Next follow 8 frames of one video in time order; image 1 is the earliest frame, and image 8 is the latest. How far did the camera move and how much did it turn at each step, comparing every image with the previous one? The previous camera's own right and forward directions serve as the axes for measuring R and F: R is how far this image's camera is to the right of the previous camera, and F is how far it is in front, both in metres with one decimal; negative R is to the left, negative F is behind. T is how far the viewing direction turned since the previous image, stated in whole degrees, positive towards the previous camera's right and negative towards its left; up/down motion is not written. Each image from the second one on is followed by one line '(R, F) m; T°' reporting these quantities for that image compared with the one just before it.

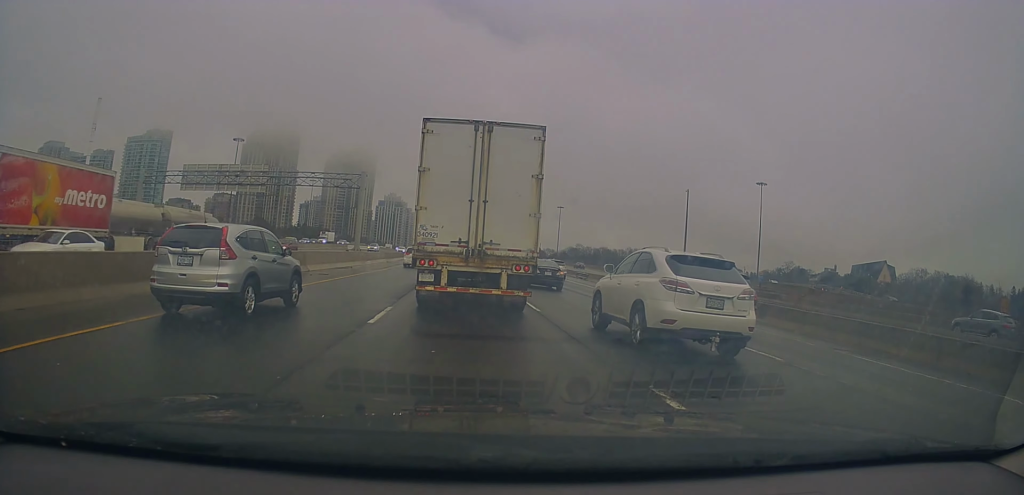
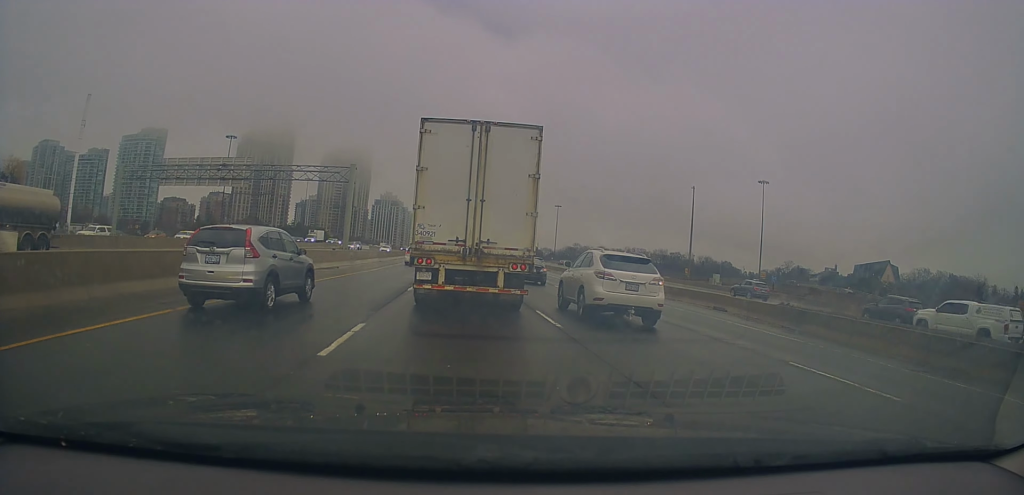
(-0.3, +3.0) m; +6°
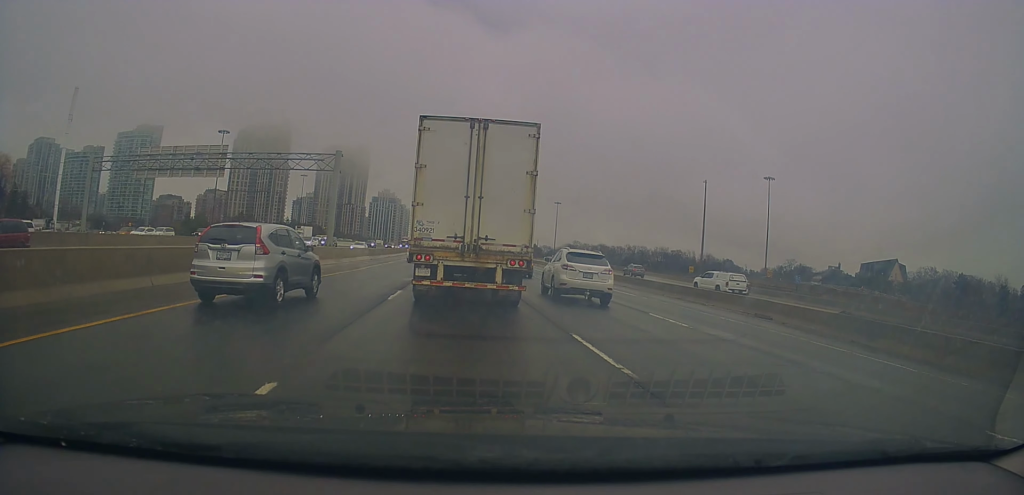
(+0.6, +4.1) m; +6°
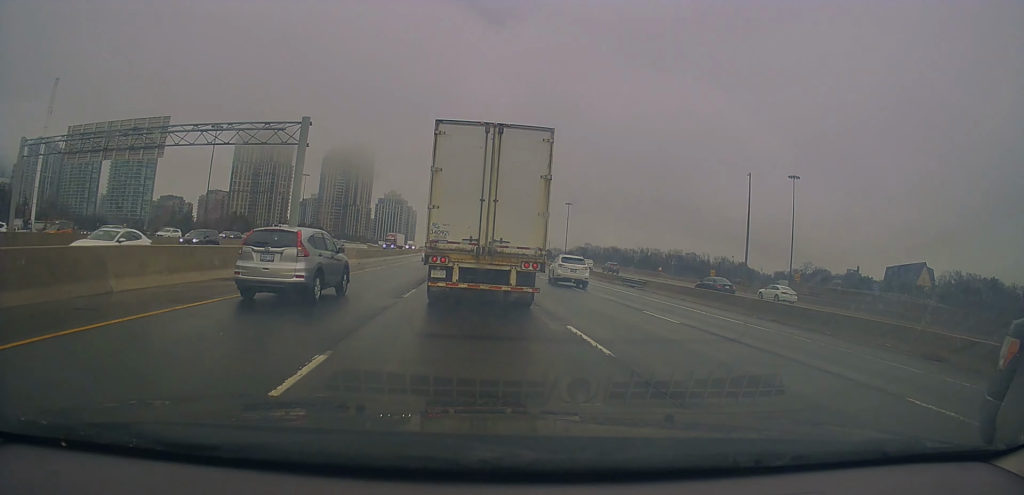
(-0.3, +10.3) m; -6°
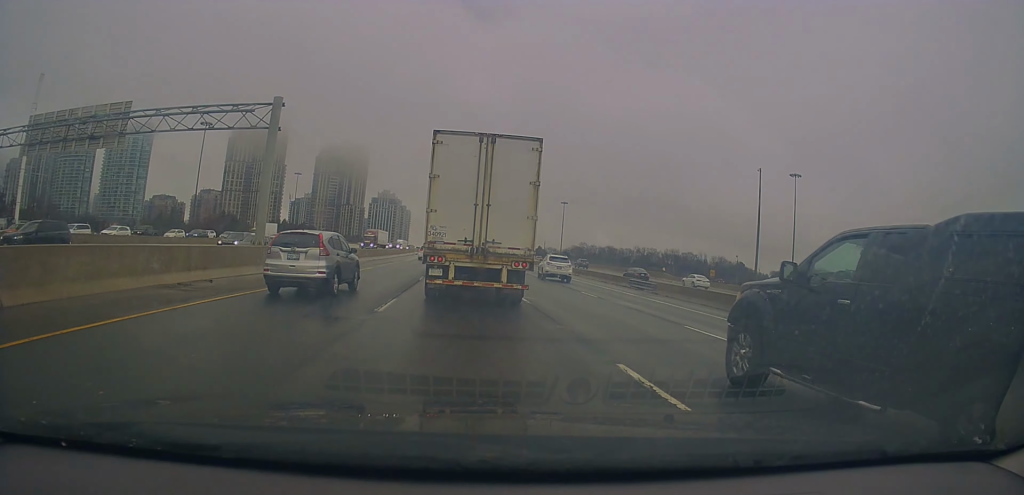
(-0.1, +4.0) m; -1°
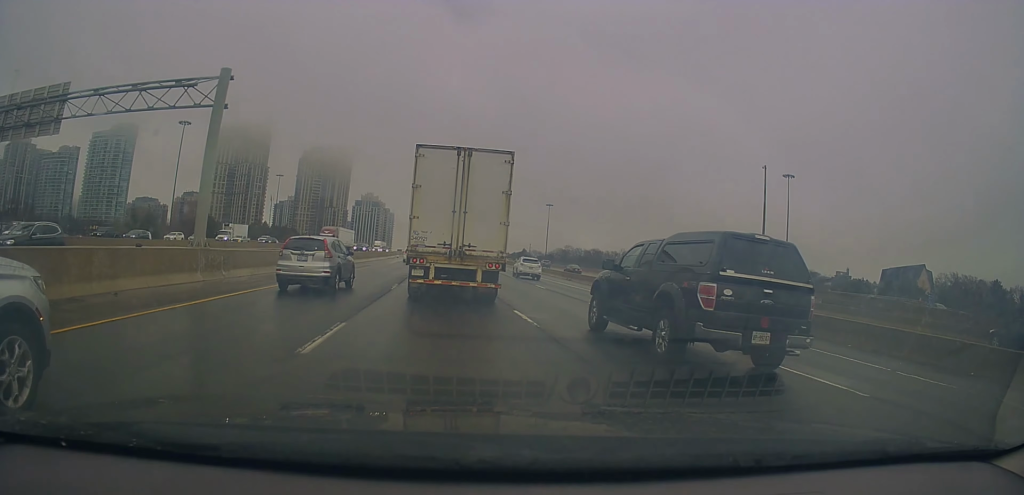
(-0.1, +5.0) m; +2°
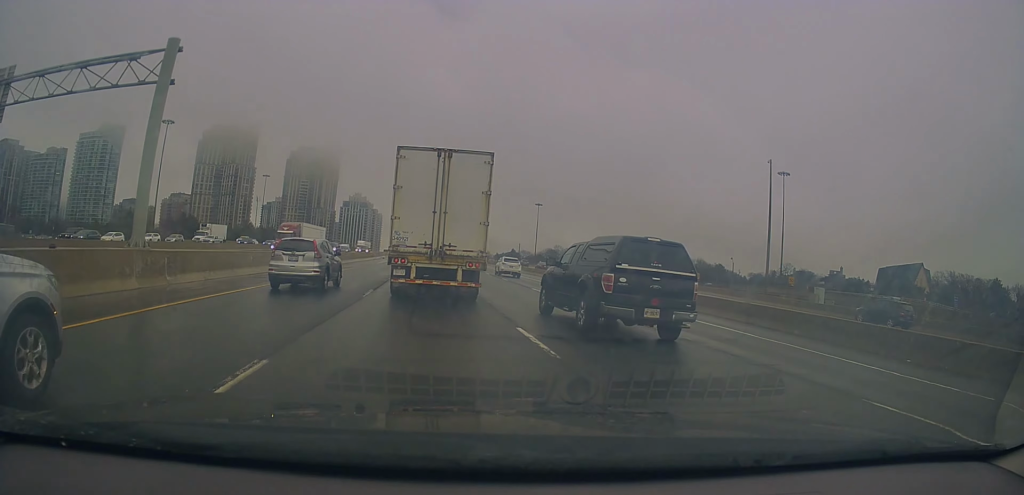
(+0.1, +3.2) m; +4°
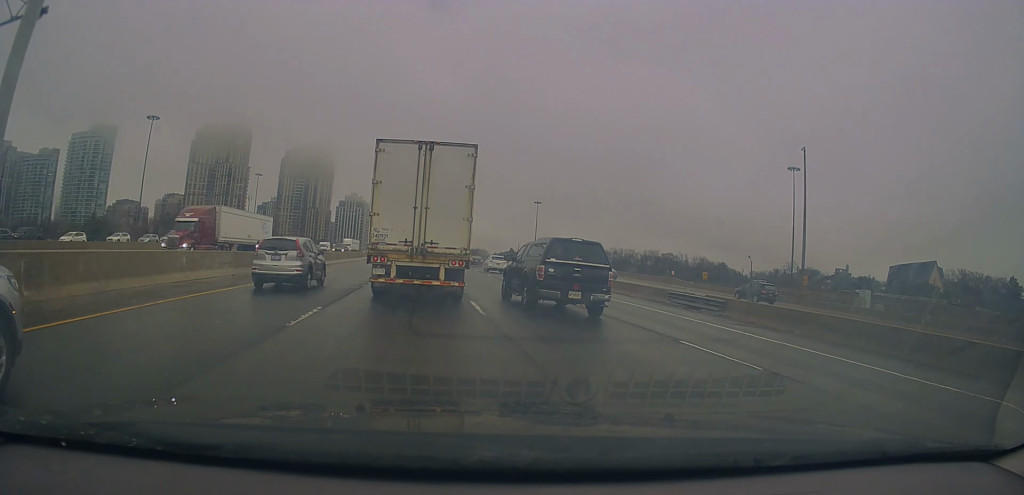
(+0.3, +6.4) m; 0°
